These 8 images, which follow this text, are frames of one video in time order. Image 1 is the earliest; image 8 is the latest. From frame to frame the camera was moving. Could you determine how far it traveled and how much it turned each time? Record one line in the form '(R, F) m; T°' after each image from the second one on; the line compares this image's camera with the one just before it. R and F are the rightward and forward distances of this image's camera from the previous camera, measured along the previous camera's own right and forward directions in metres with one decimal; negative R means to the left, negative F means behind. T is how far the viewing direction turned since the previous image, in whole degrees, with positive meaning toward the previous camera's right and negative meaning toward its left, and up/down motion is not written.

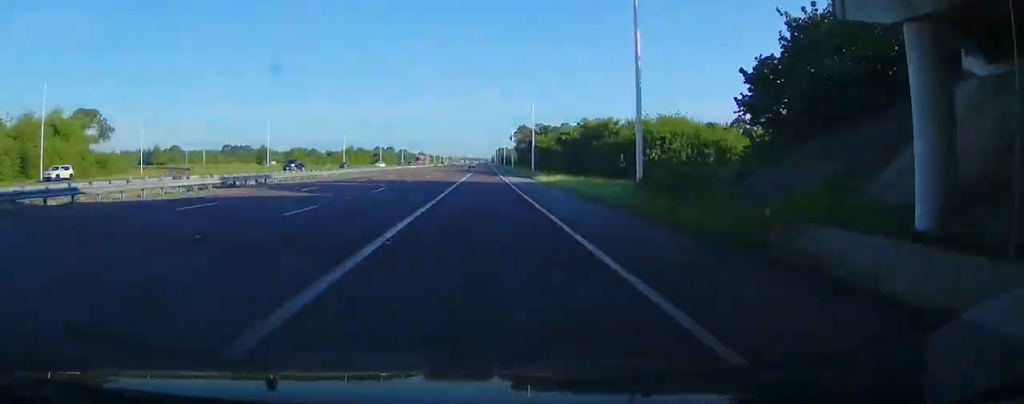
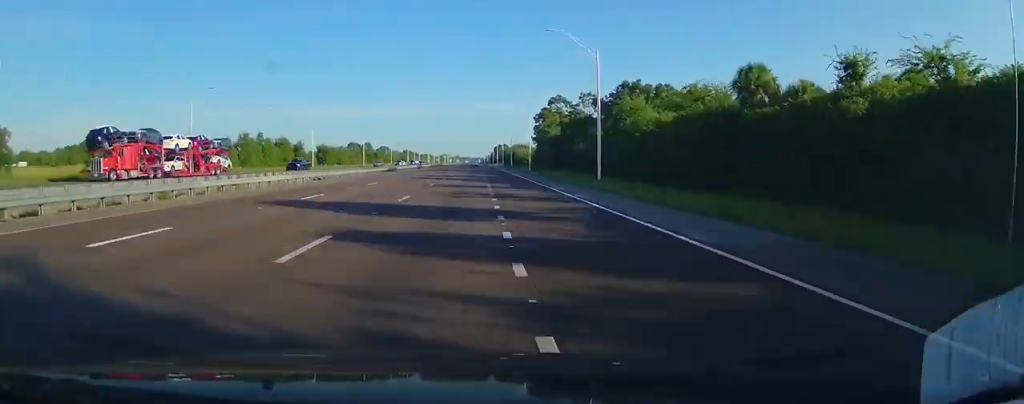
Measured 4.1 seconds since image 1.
(+5.5, +104.4) m; +3°
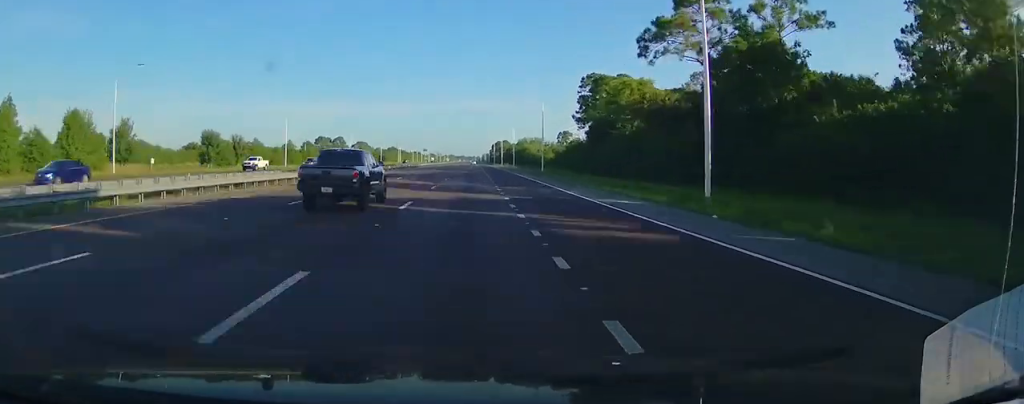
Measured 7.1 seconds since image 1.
(+0.3, +82.9) m; 0°
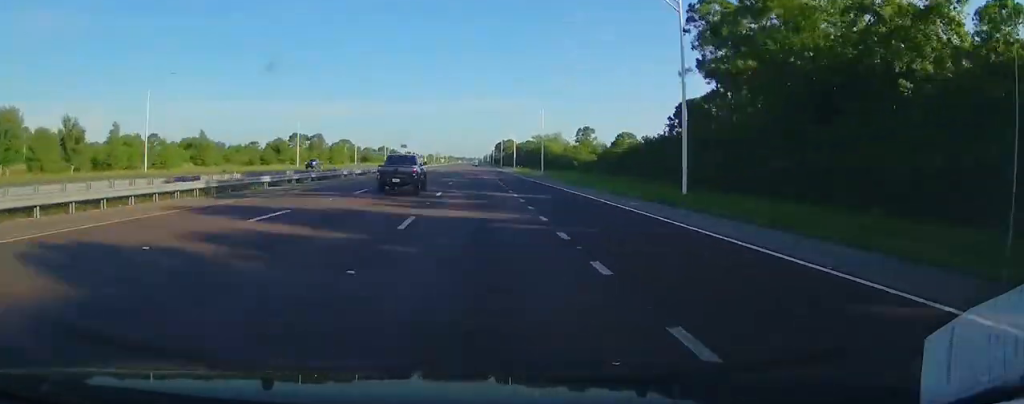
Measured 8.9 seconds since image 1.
(-0.4, +57.6) m; 0°
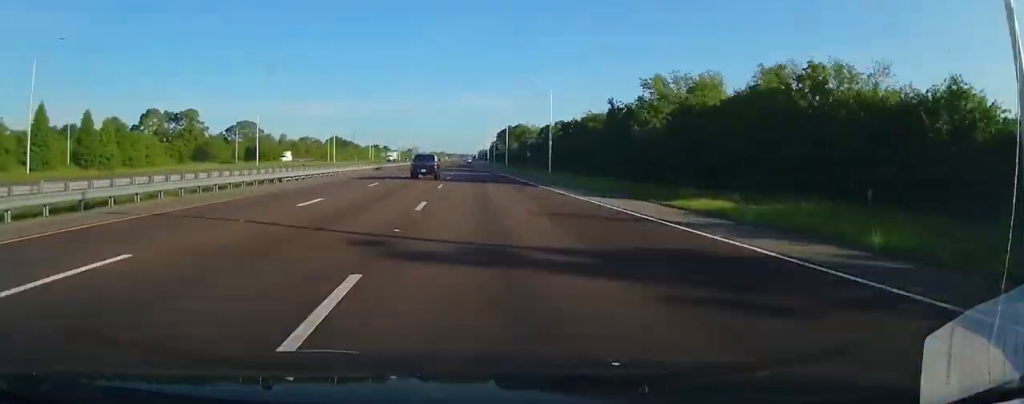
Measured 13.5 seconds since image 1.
(+0.4, +145.6) m; 0°
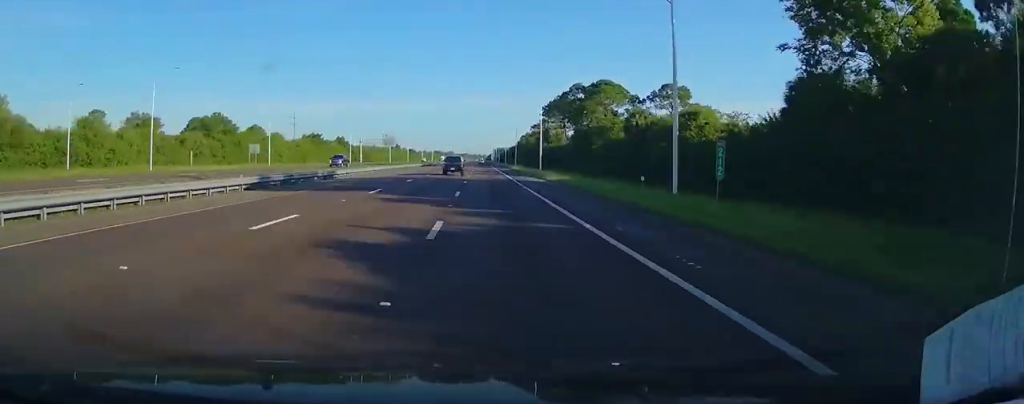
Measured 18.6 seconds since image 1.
(-1.1, +158.7) m; -1°
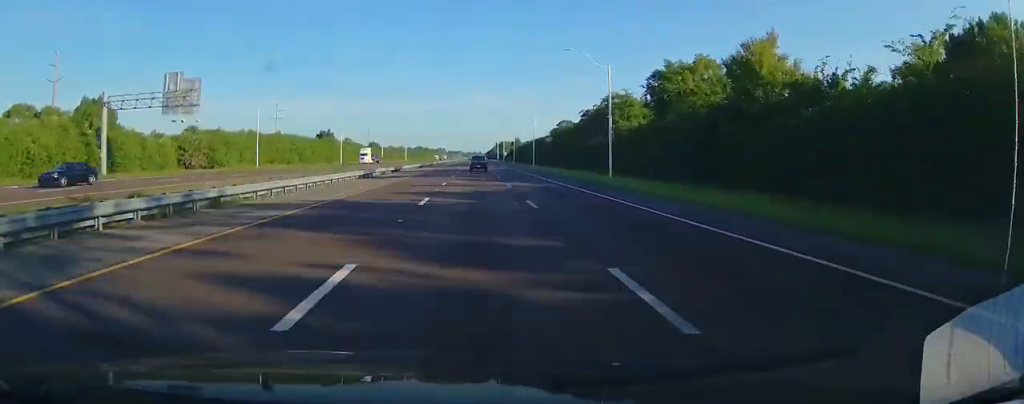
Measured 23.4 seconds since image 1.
(+0.7, +156.5) m; +1°
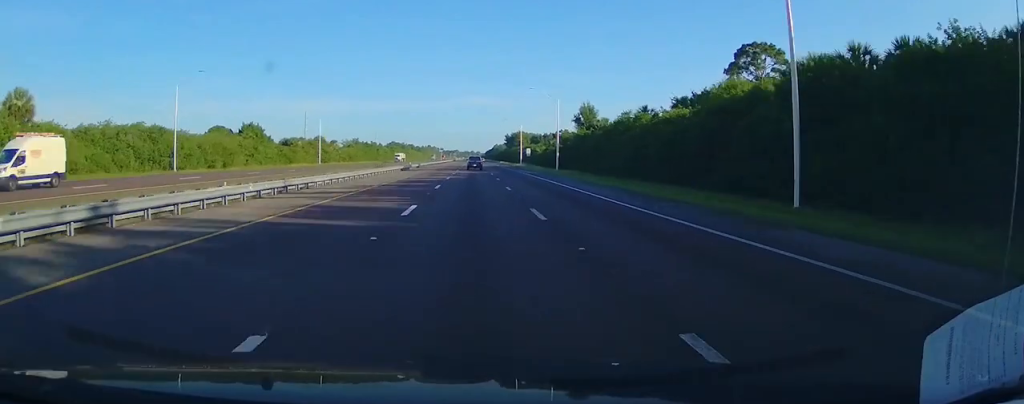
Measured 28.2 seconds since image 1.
(+1.3, +155.8) m; 0°
